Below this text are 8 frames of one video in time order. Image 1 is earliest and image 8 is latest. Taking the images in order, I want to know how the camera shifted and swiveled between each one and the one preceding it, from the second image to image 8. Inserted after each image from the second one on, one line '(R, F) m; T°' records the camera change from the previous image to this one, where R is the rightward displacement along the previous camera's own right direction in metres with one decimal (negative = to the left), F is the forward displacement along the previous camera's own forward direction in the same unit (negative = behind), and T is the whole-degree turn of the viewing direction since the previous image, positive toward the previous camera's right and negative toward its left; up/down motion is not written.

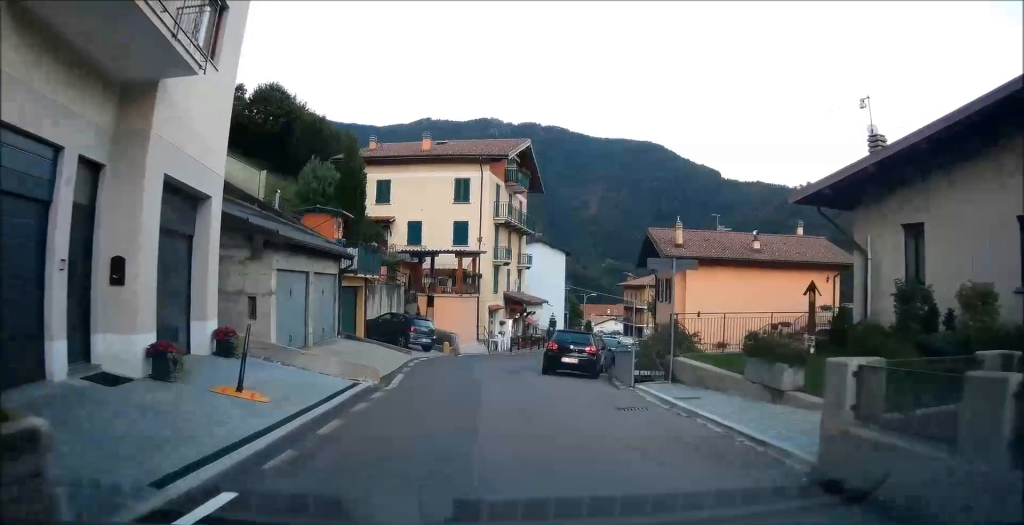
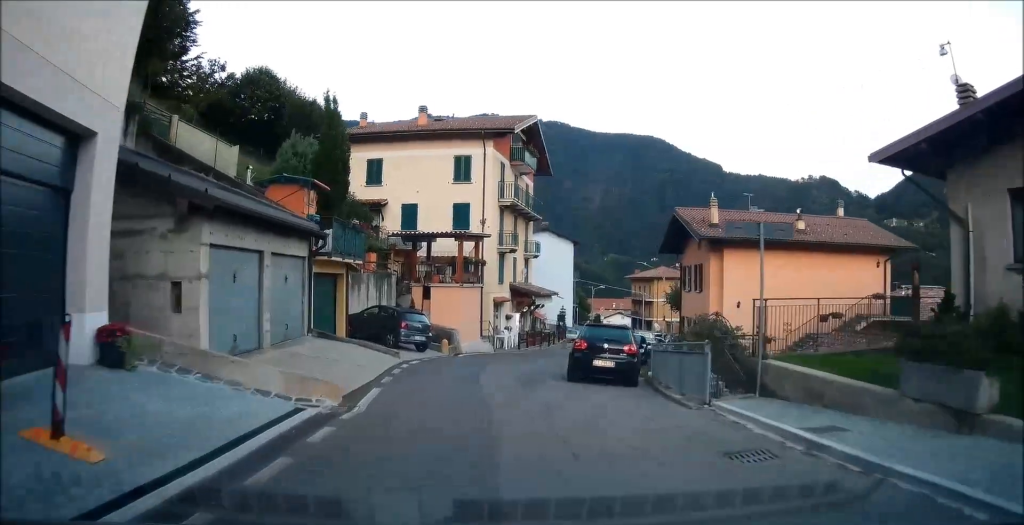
(-0.3, +4.6) m; -4°
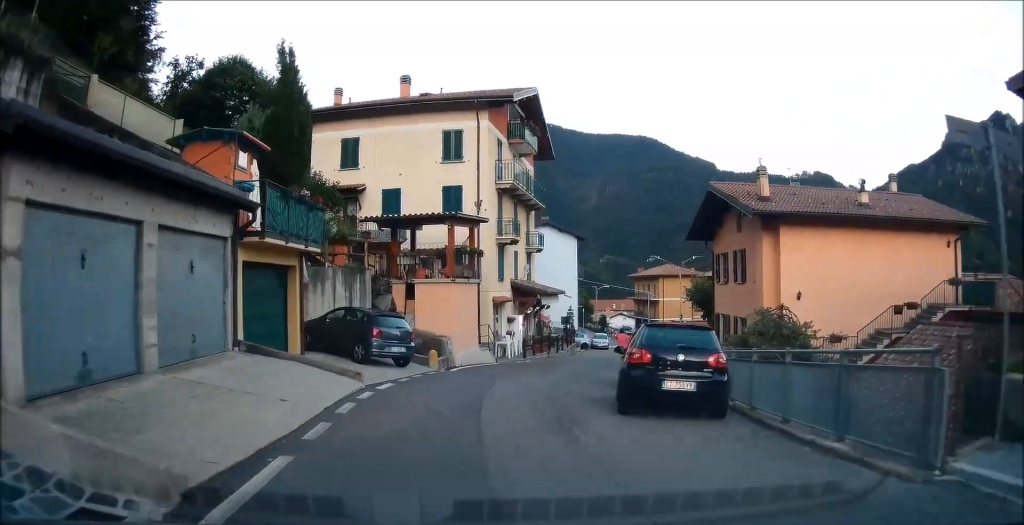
(0.0, +5.4) m; +3°
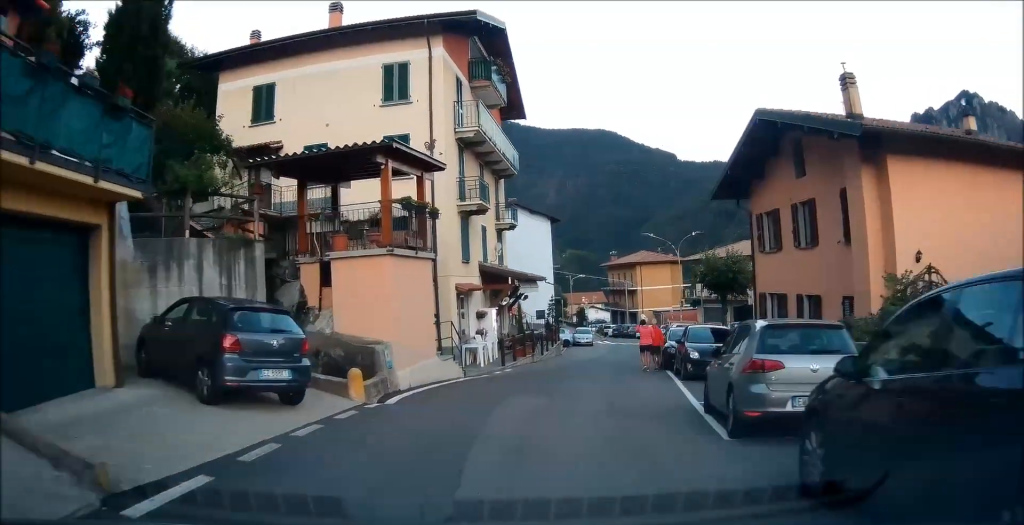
(+0.5, +8.1) m; +7°
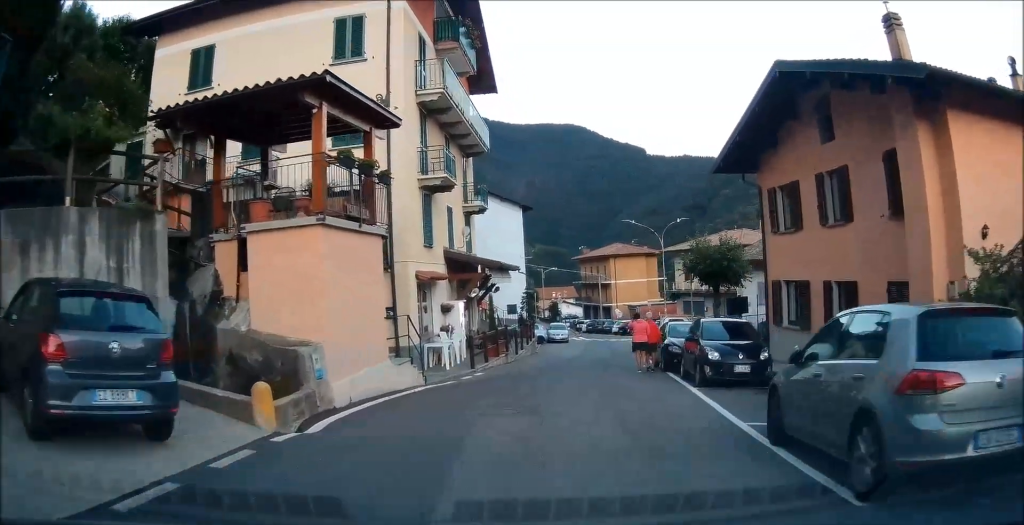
(+0.1, +3.2) m; +1°
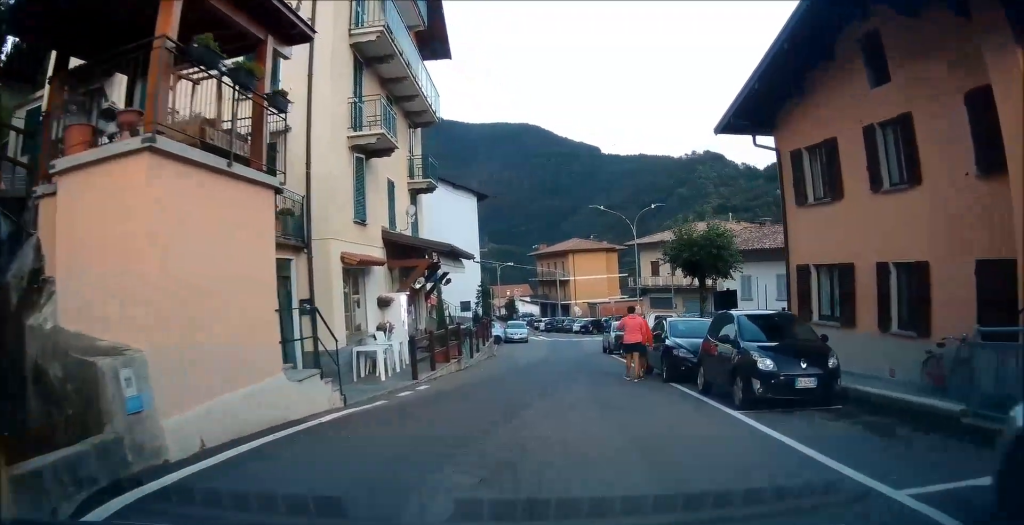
(0.0, +4.1) m; +1°
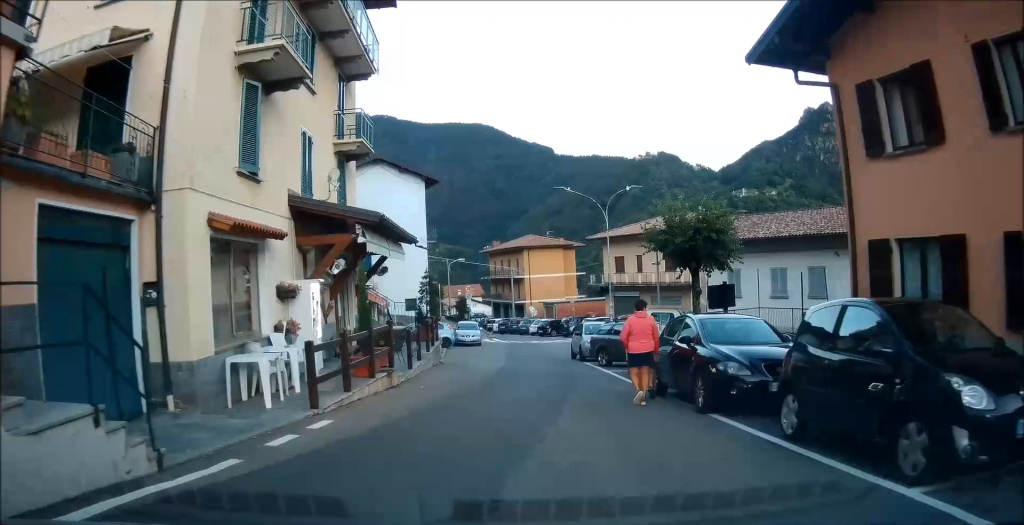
(0.0, +4.7) m; +2°
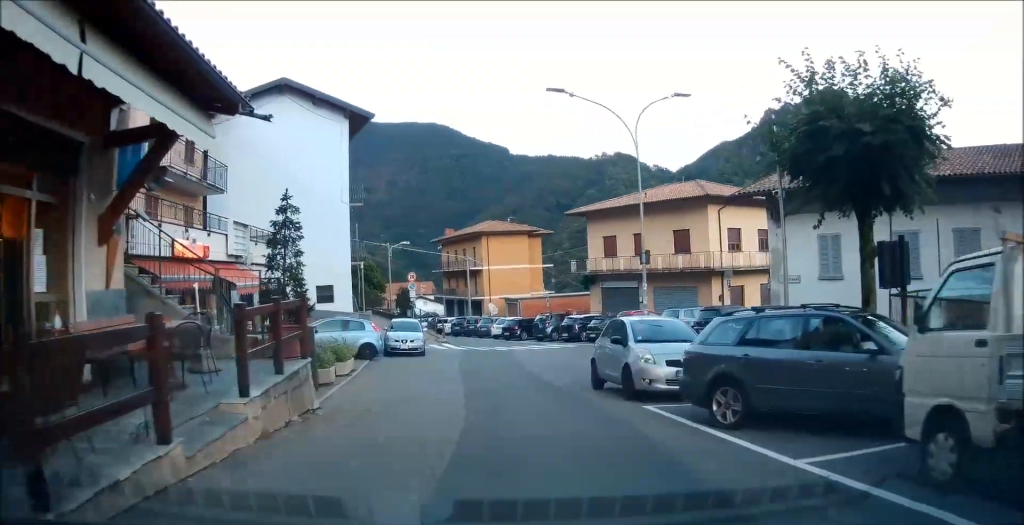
(+1.5, +11.6) m; +13°
